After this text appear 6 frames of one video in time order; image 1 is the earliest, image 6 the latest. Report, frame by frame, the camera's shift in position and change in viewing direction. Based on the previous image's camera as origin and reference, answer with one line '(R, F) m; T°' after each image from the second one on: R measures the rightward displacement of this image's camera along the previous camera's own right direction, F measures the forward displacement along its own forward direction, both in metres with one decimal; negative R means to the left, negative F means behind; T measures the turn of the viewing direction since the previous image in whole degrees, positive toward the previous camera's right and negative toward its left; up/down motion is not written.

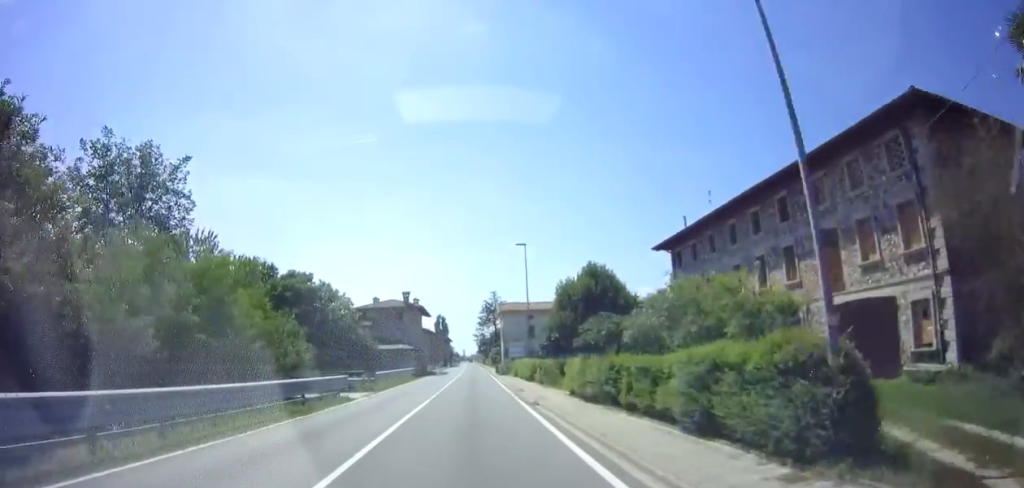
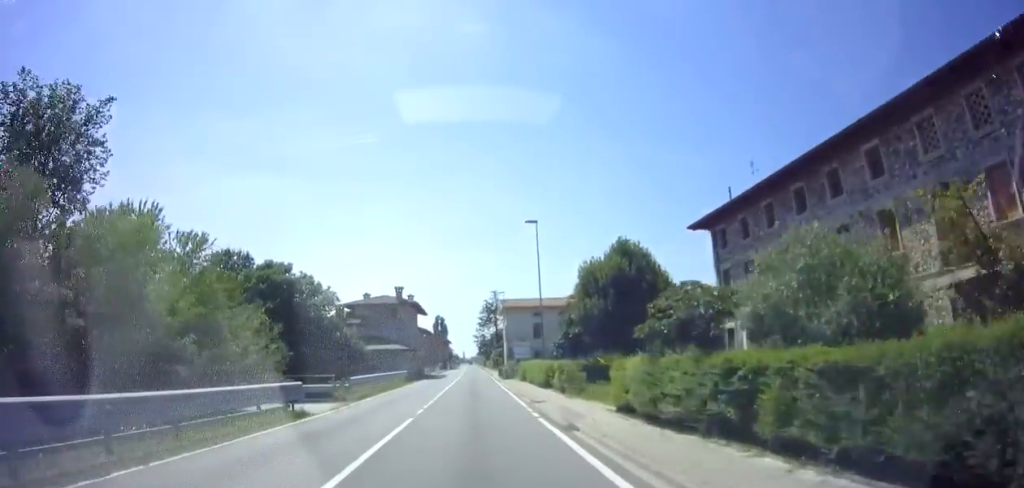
(0.0, +6.4) m; 0°
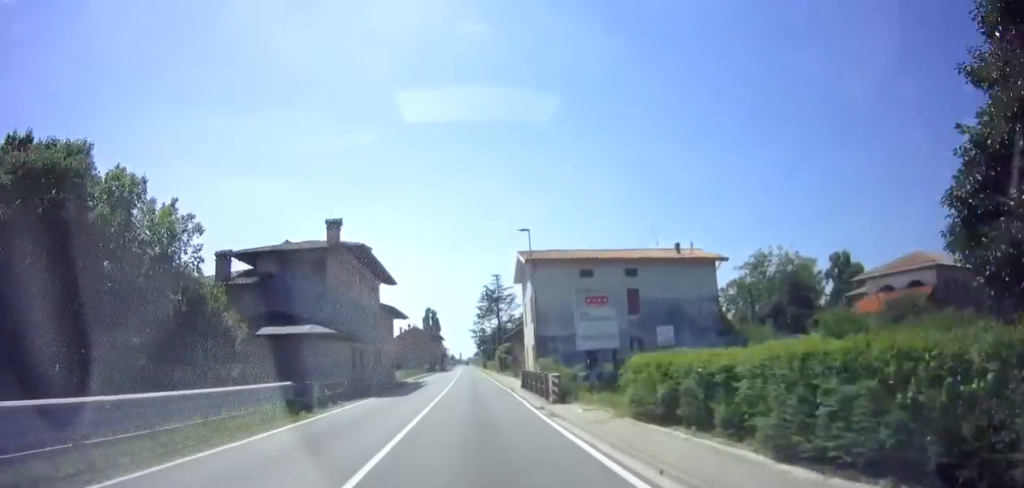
(0.0, +28.1) m; 0°
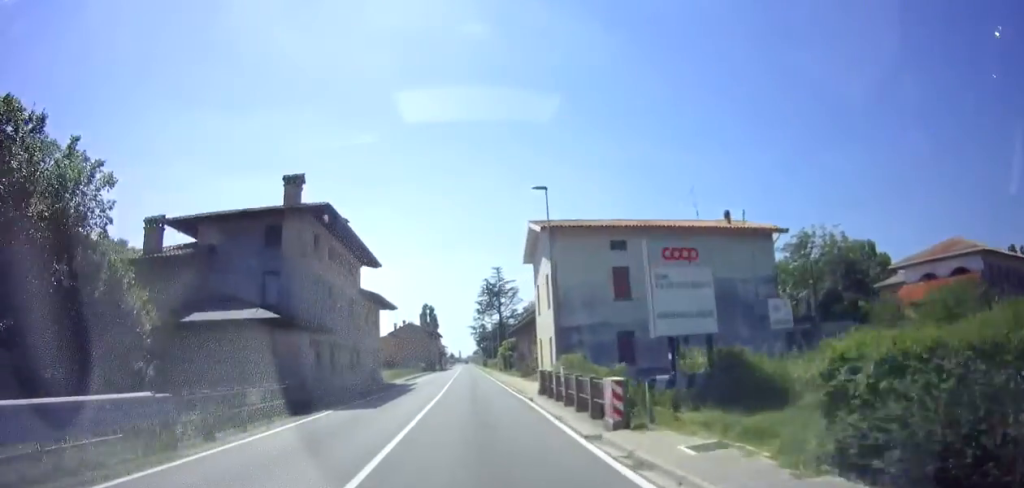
(-0.1, +7.6) m; 0°
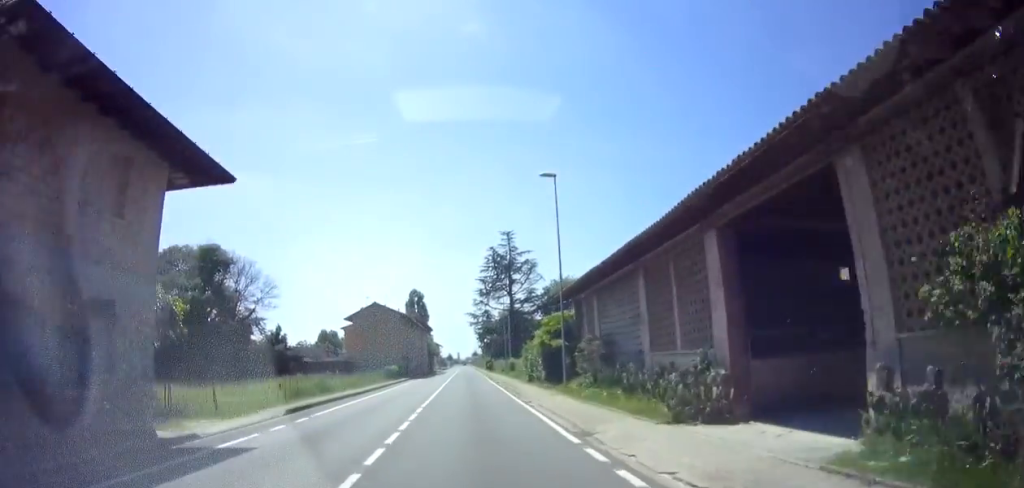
(+0.2, +32.7) m; 0°
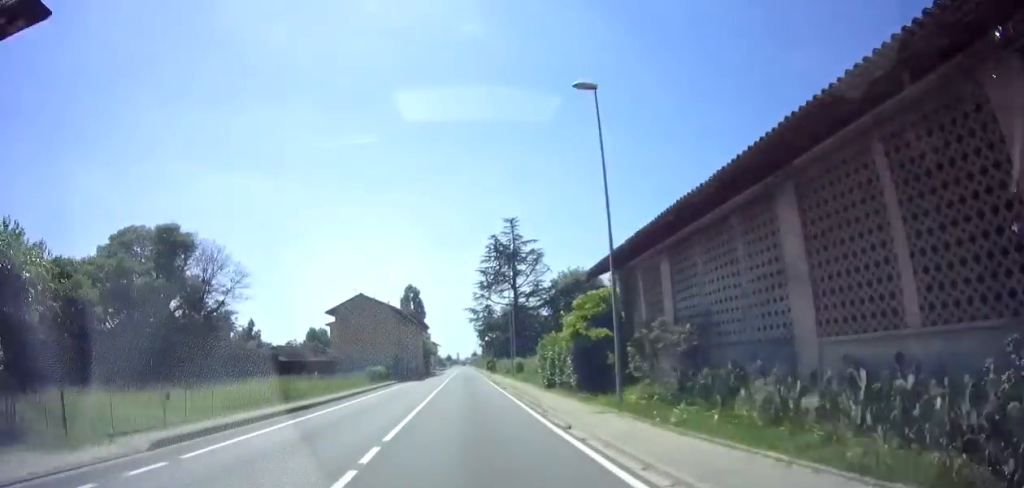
(-0.2, +7.9) m; 0°
